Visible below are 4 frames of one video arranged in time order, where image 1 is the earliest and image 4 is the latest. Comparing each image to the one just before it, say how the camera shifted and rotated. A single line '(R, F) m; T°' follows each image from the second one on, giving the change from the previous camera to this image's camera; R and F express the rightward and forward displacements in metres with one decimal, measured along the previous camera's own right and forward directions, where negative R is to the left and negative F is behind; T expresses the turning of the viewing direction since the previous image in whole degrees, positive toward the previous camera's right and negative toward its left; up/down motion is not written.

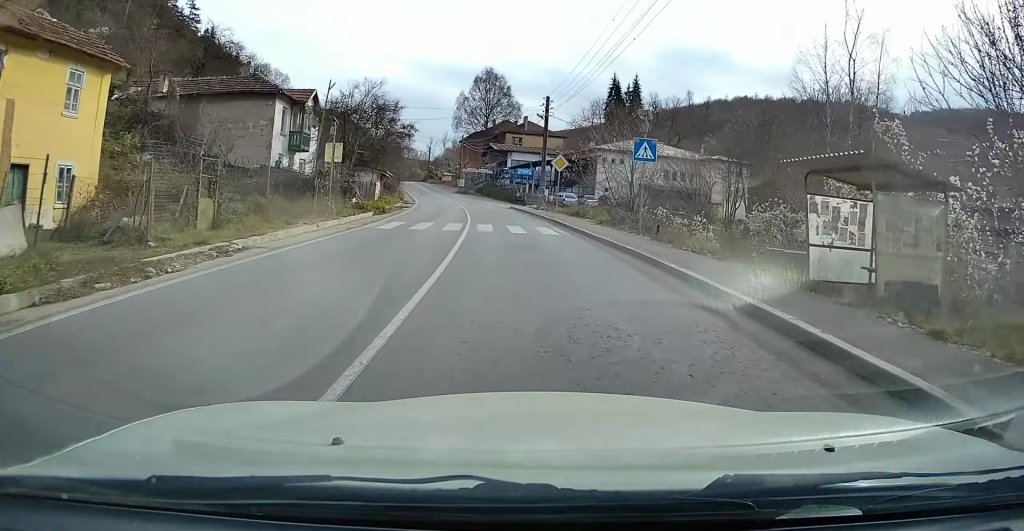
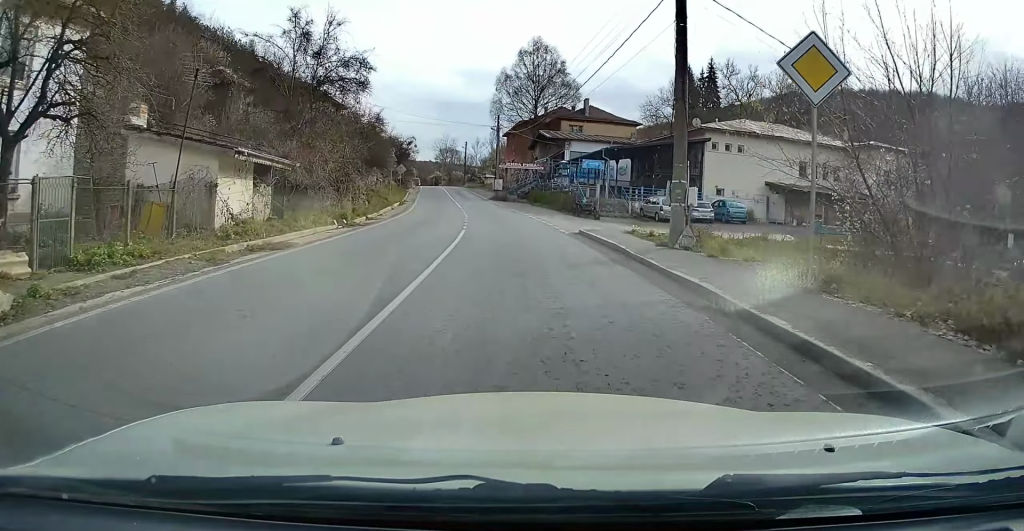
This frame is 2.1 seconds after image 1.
(-0.9, +27.2) m; -5°
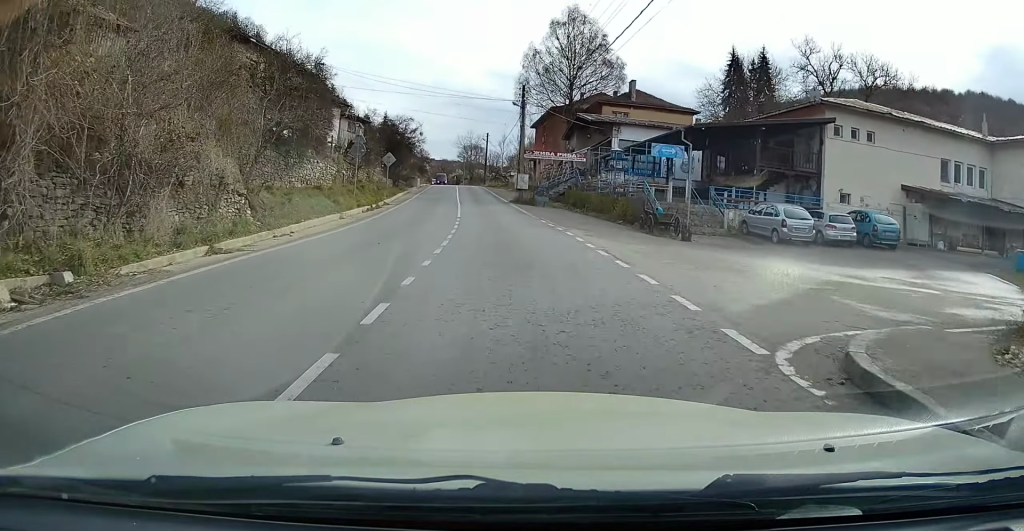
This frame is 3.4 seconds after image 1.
(-0.5, +16.8) m; -3°
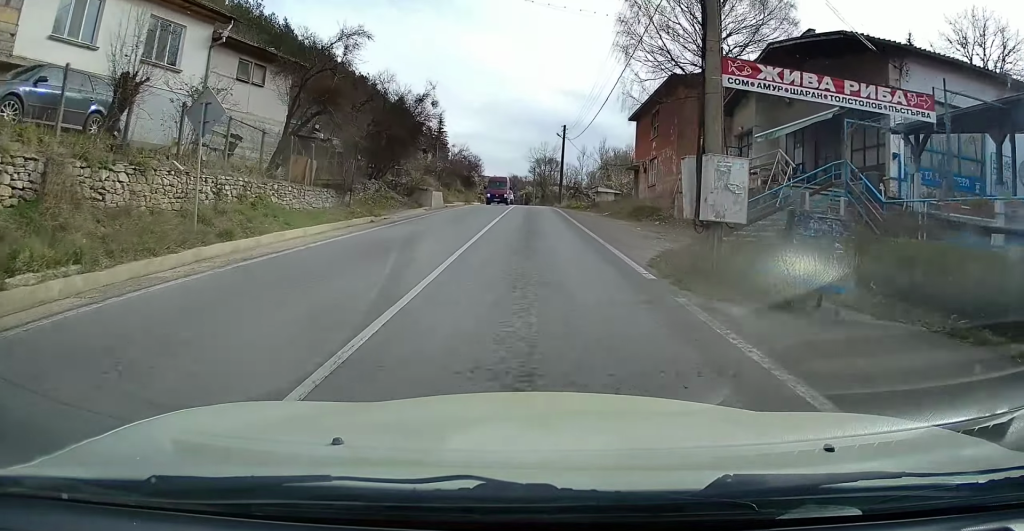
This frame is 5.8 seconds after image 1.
(-1.8, +32.5) m; -5°
